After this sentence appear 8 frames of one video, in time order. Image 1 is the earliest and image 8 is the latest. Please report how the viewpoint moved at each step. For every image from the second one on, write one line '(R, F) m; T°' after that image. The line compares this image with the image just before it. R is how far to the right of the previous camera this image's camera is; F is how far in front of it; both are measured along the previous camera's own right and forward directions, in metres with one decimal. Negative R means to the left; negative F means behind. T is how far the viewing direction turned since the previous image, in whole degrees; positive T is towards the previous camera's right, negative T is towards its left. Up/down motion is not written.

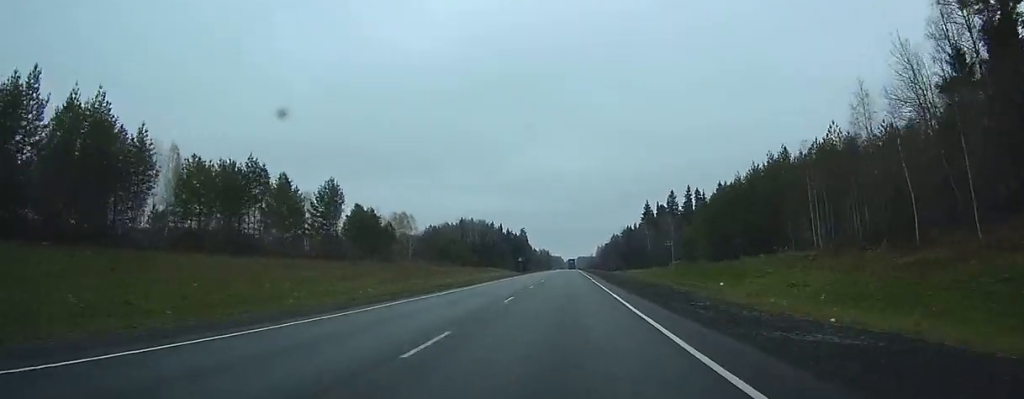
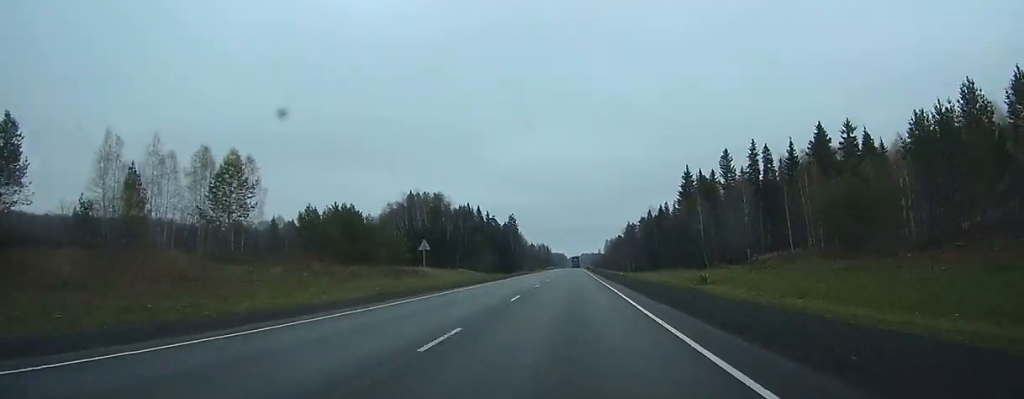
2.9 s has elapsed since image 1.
(-0.2, +80.8) m; 0°
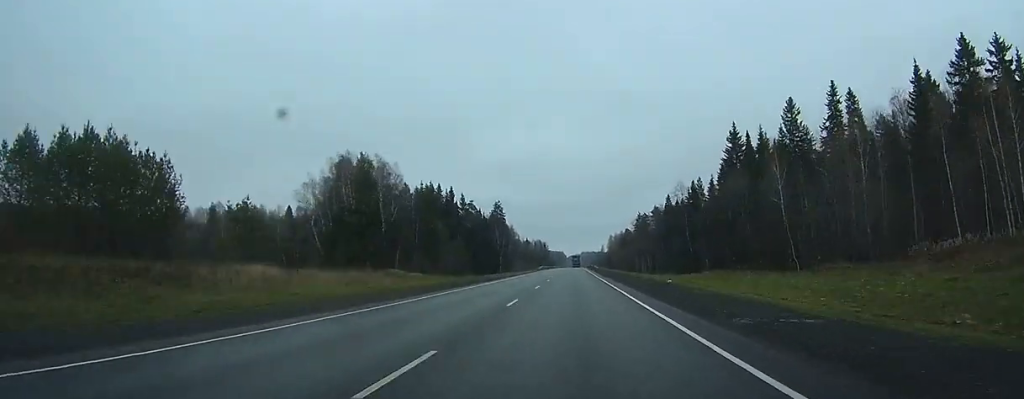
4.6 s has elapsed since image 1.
(-0.2, +49.0) m; 0°
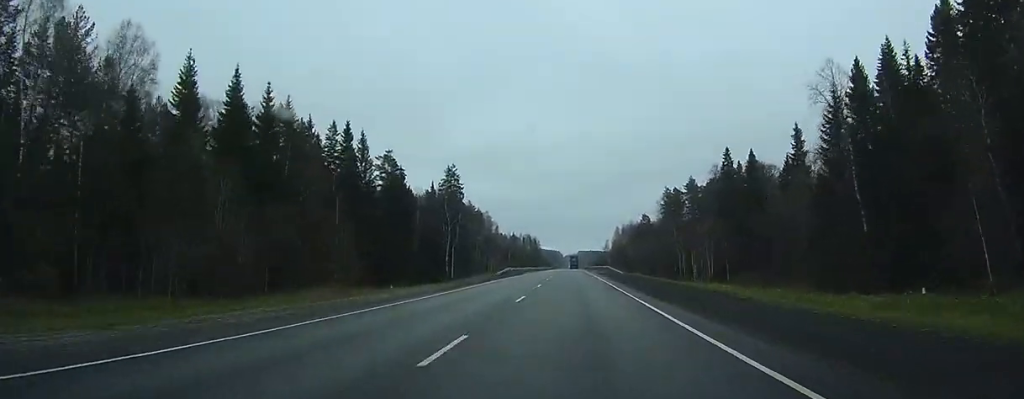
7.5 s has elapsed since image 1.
(+0.1, +86.3) m; 0°
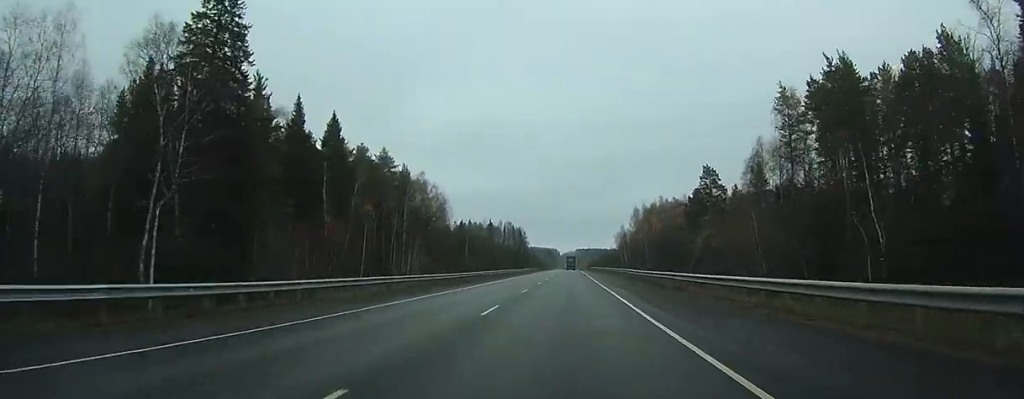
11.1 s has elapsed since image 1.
(+0.3, +105.7) m; 0°
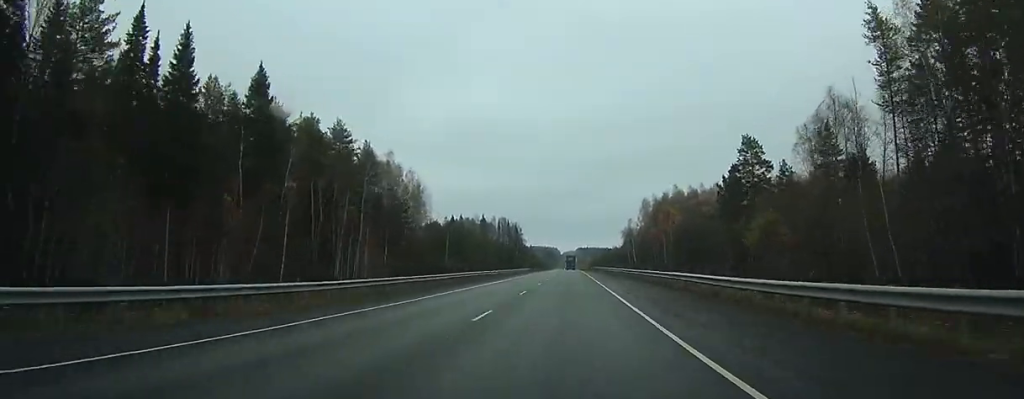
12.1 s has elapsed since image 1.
(0.0, +26.0) m; 0°
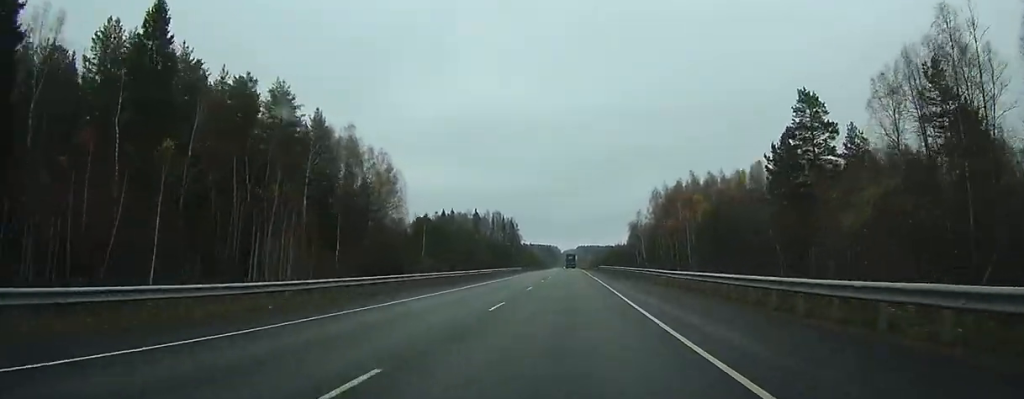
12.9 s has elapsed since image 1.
(0.0, +21.9) m; 0°
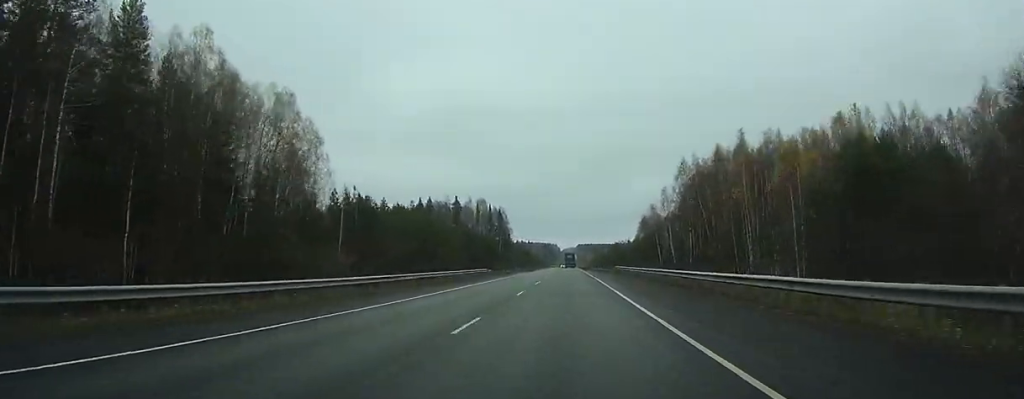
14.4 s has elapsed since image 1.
(0.0, +41.6) m; 0°
